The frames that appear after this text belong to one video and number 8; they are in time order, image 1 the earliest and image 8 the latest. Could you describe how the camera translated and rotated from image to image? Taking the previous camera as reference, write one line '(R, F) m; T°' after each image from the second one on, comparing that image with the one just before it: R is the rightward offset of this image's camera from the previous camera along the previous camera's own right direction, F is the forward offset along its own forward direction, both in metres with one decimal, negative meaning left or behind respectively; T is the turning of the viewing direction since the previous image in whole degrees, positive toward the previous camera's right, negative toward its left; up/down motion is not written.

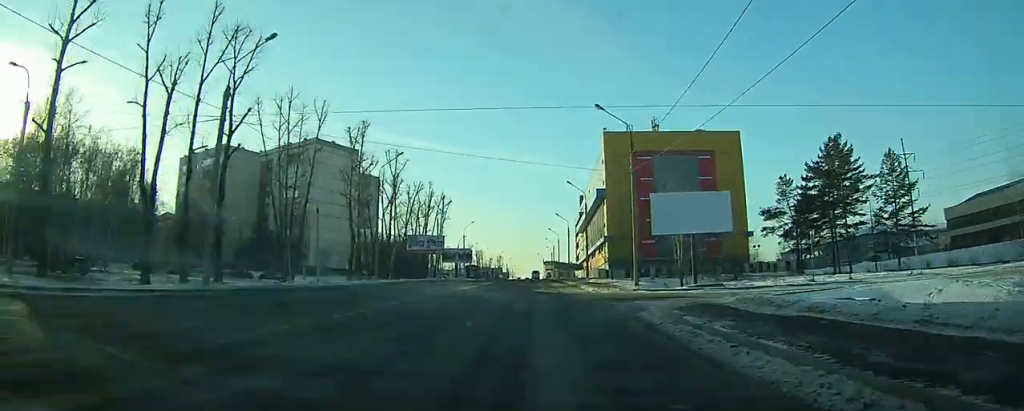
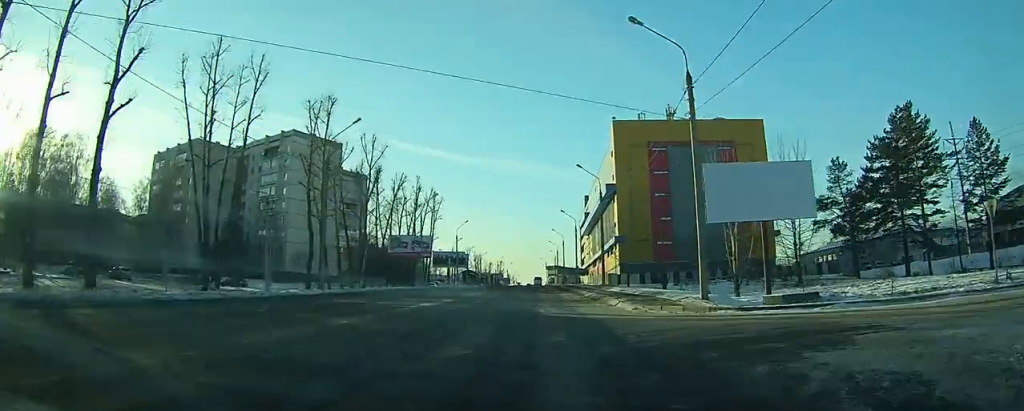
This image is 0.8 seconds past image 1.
(-0.1, +13.7) m; 0°
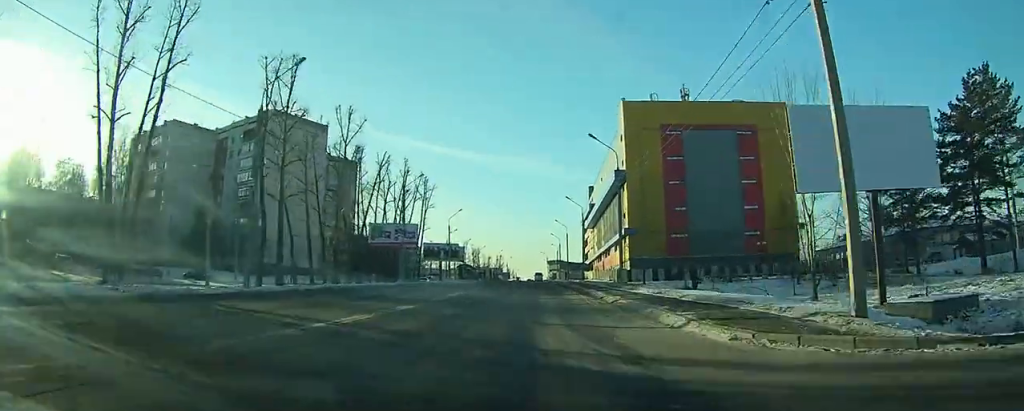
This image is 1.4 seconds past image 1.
(0.0, +10.6) m; 0°
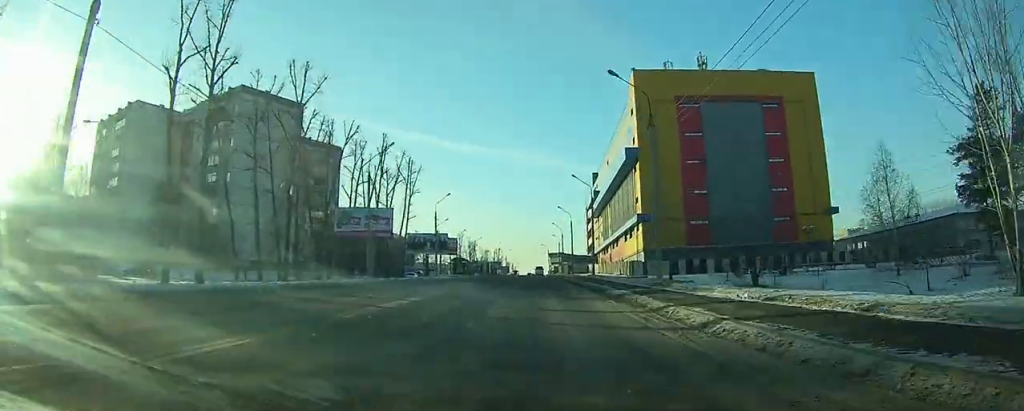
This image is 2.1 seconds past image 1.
(-0.1, +12.8) m; 0°
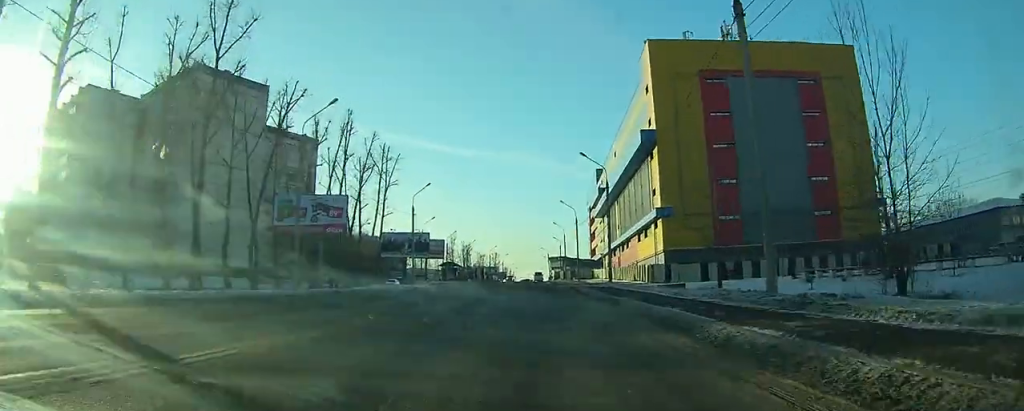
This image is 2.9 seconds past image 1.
(0.0, +14.3) m; 0°
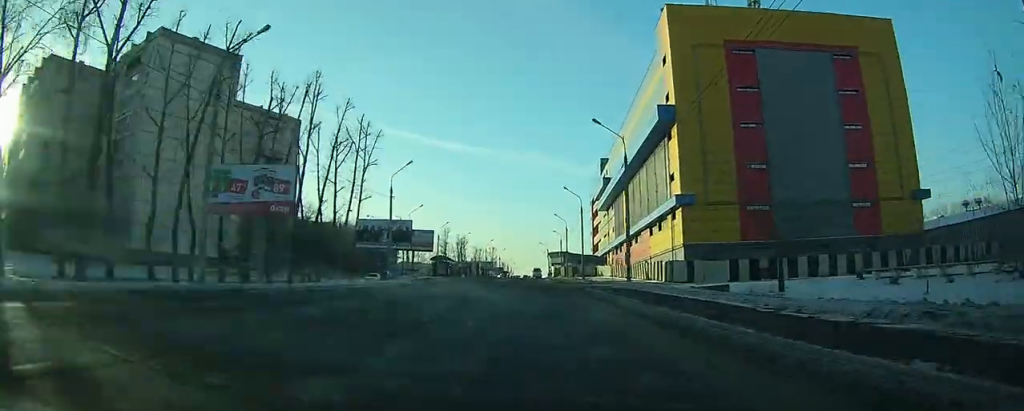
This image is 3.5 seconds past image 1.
(0.0, +10.2) m; 0°
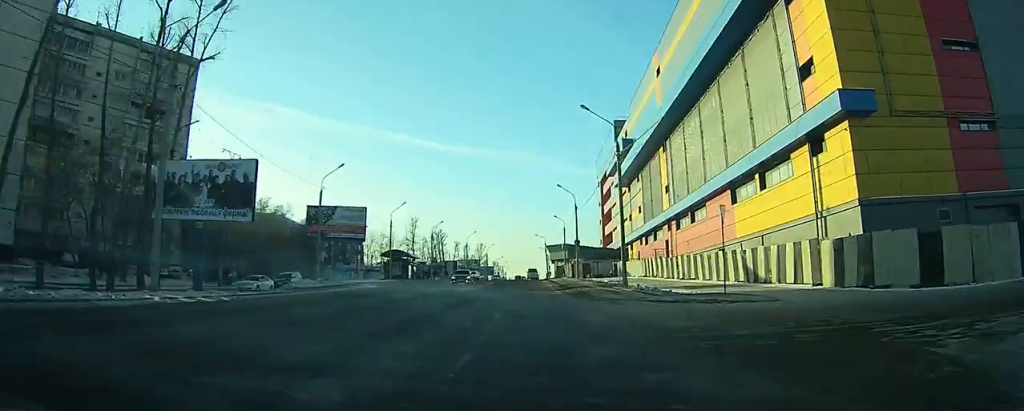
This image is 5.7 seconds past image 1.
(+0.2, +35.7) m; +1°
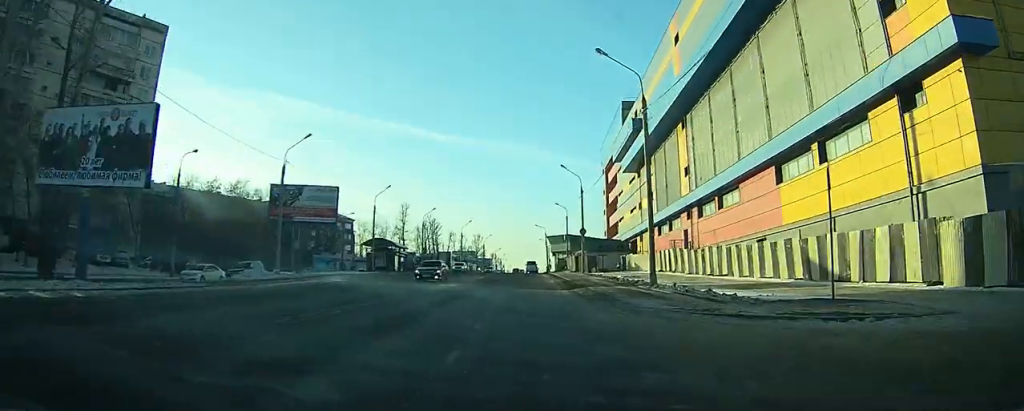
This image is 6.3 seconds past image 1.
(+0.1, +8.8) m; +1°
